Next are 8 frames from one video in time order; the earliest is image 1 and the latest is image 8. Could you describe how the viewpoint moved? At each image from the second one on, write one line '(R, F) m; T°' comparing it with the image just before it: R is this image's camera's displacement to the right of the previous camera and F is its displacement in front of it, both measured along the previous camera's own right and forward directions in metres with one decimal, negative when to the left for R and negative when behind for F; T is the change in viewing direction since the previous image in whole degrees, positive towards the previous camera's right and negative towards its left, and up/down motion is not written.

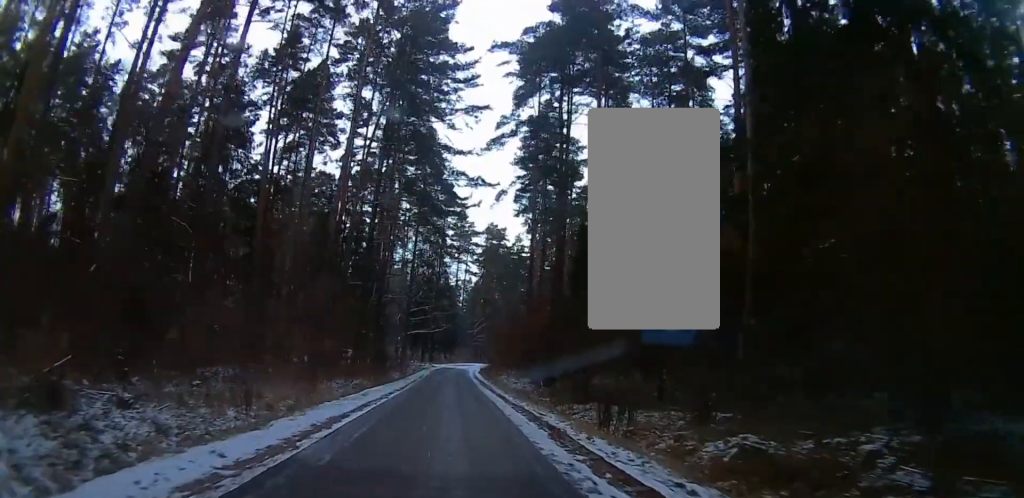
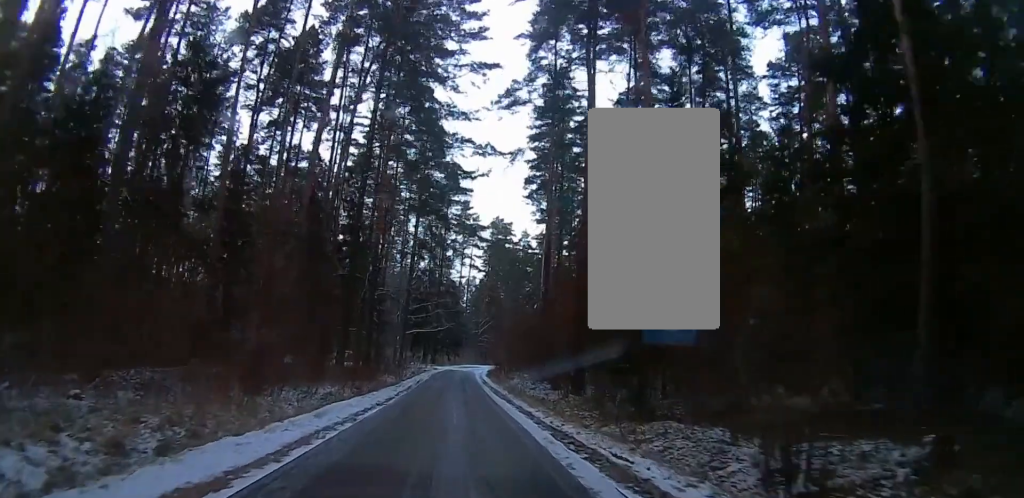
(0.0, +7.3) m; 0°
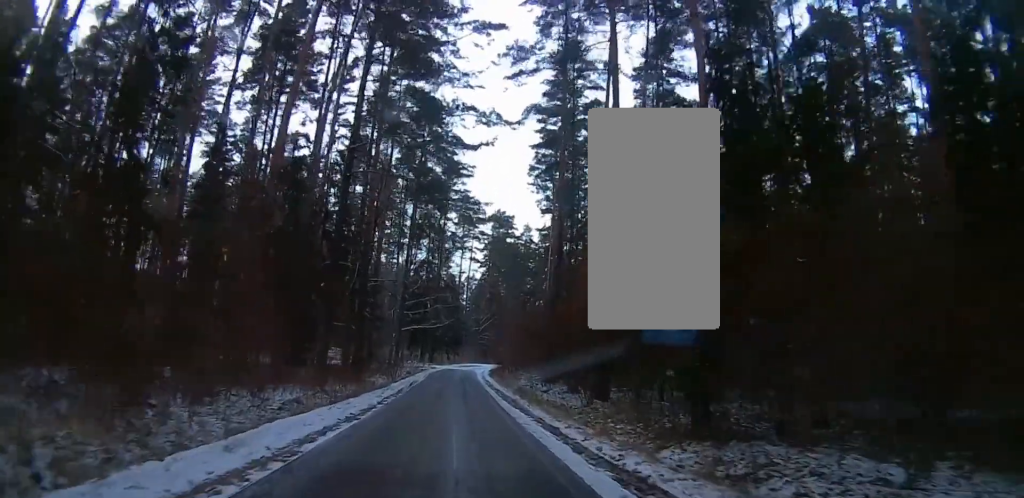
(0.0, +4.8) m; 0°
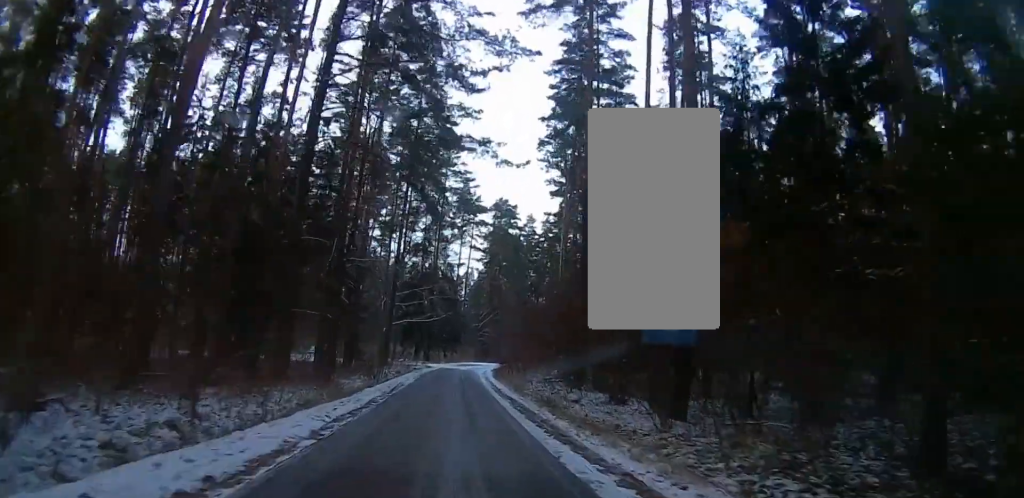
(0.0, +8.2) m; +2°
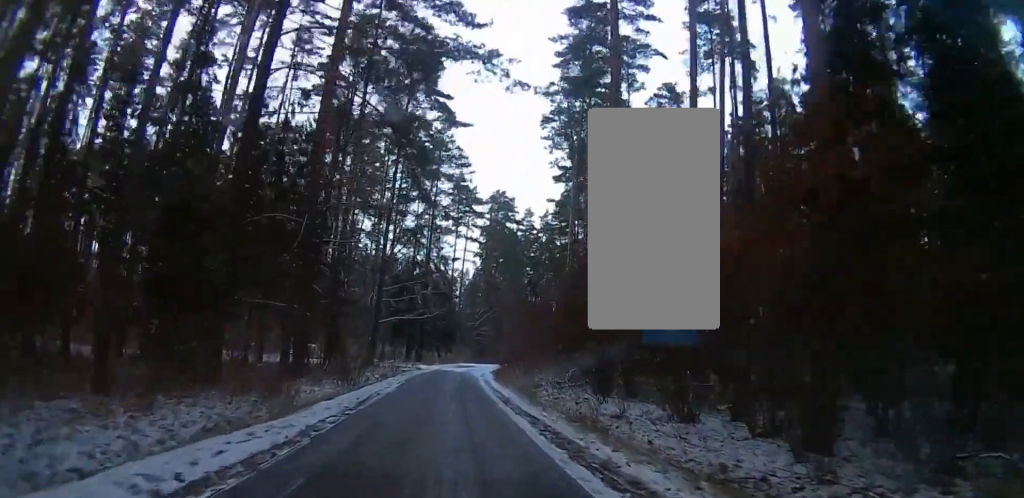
(+0.2, +6.4) m; +2°
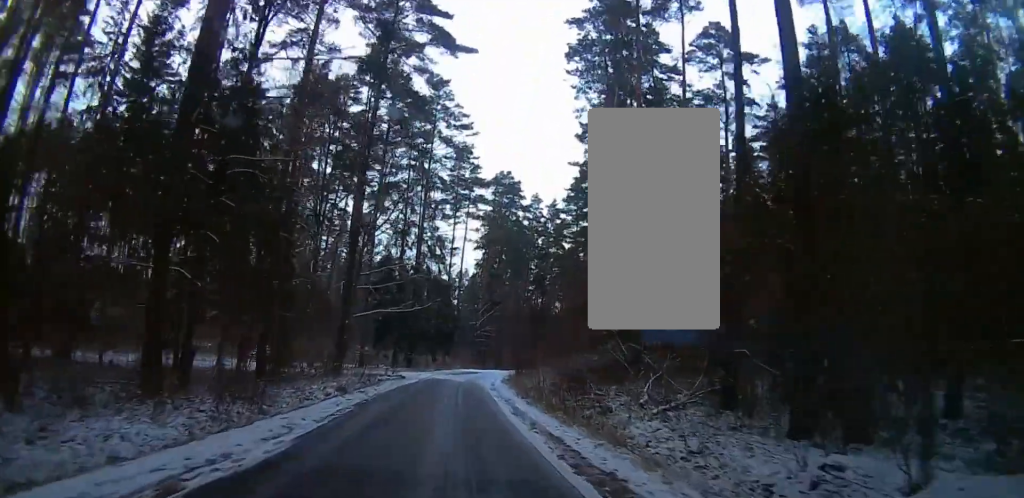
(+0.4, +13.5) m; -1°
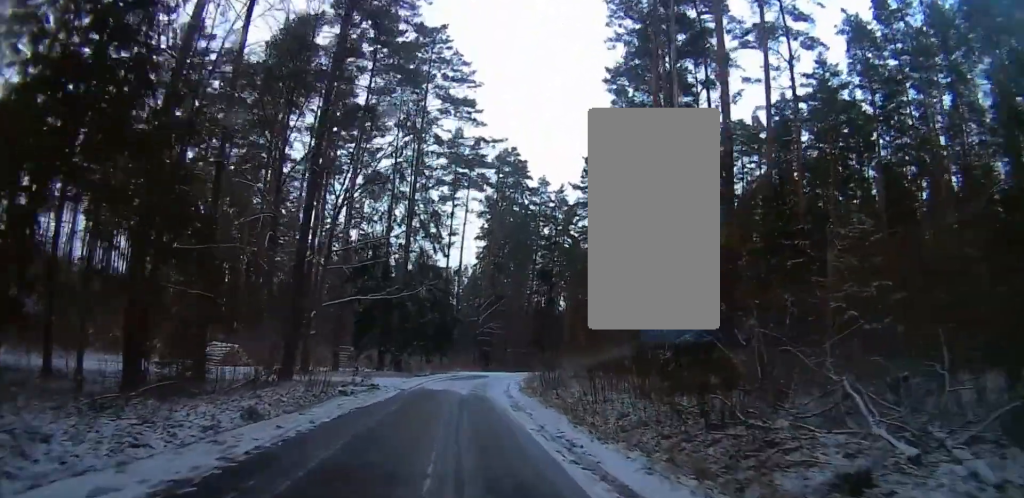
(-0.3, +11.0) m; +7°
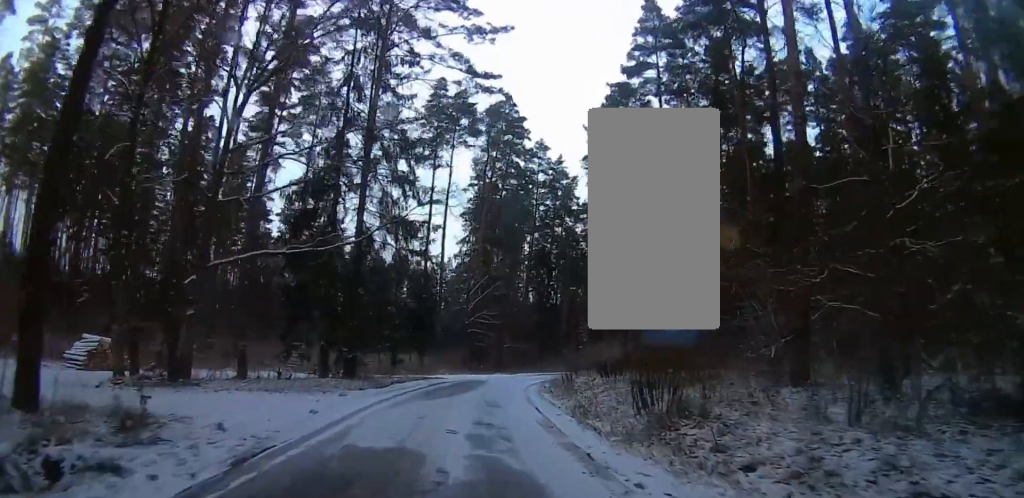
(+2.6, +15.8) m; +10°
